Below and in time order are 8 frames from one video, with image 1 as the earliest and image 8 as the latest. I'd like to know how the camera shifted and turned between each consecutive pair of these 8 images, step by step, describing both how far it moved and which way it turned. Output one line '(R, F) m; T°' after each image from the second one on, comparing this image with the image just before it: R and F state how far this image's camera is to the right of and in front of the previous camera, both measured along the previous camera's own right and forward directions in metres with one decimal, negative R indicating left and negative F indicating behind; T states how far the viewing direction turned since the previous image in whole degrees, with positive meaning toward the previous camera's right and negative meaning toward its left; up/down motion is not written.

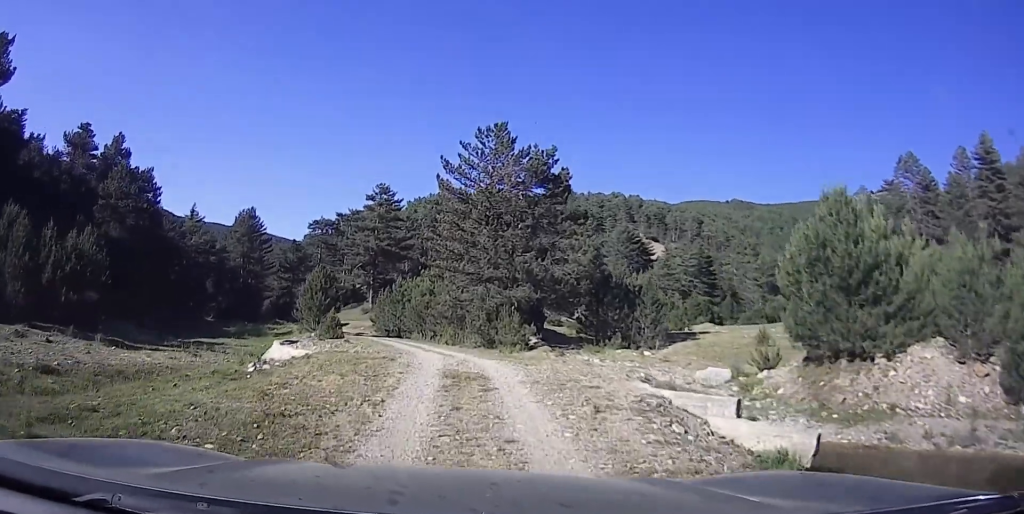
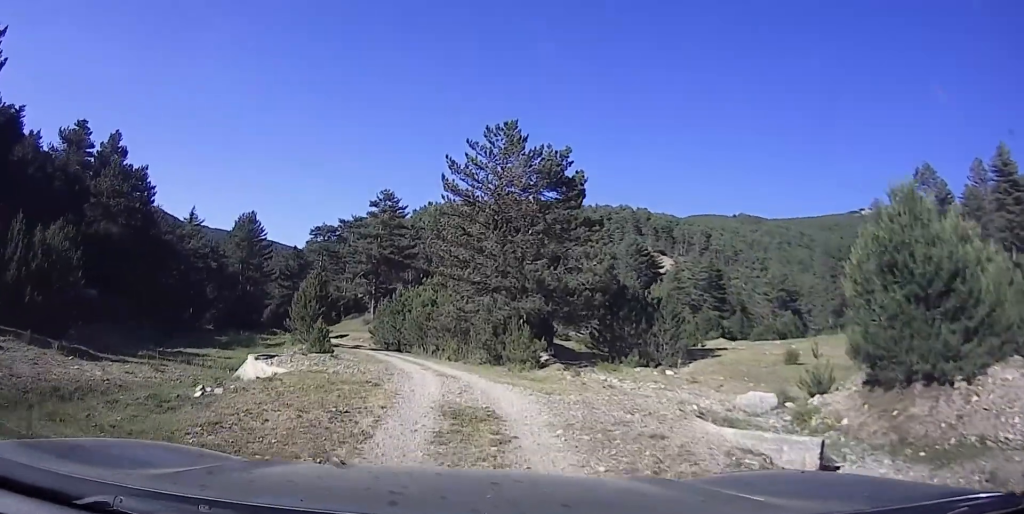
(-0.2, +2.9) m; -1°
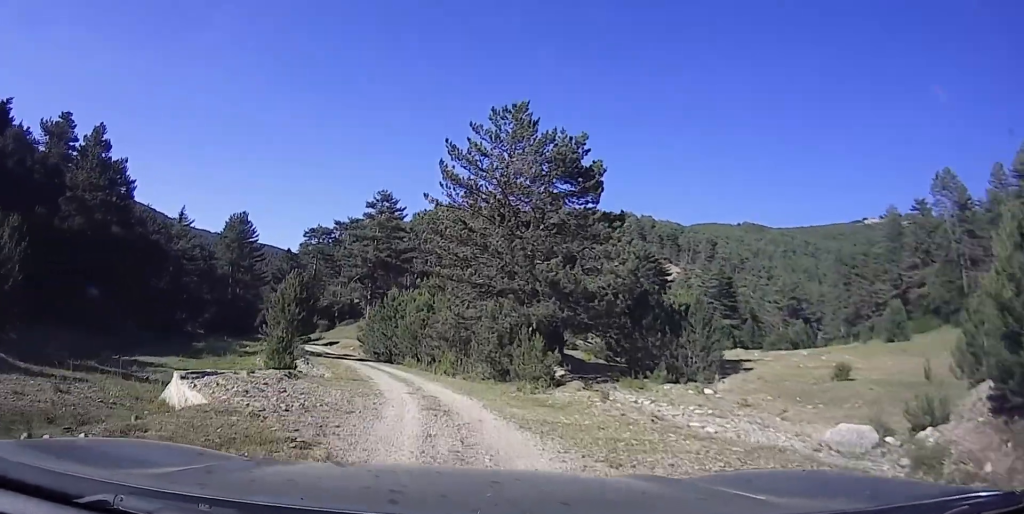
(-0.1, +4.9) m; -2°
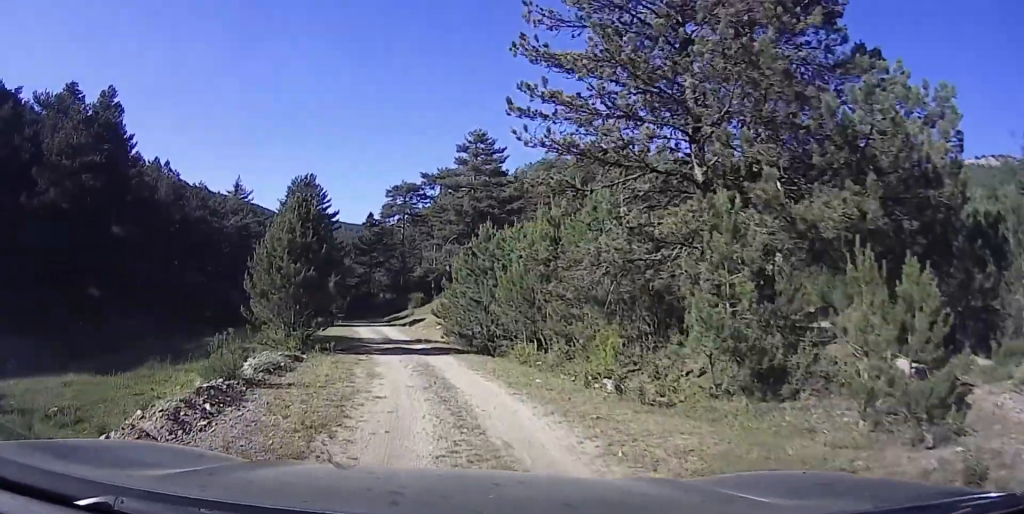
(0.0, +16.7) m; -4°
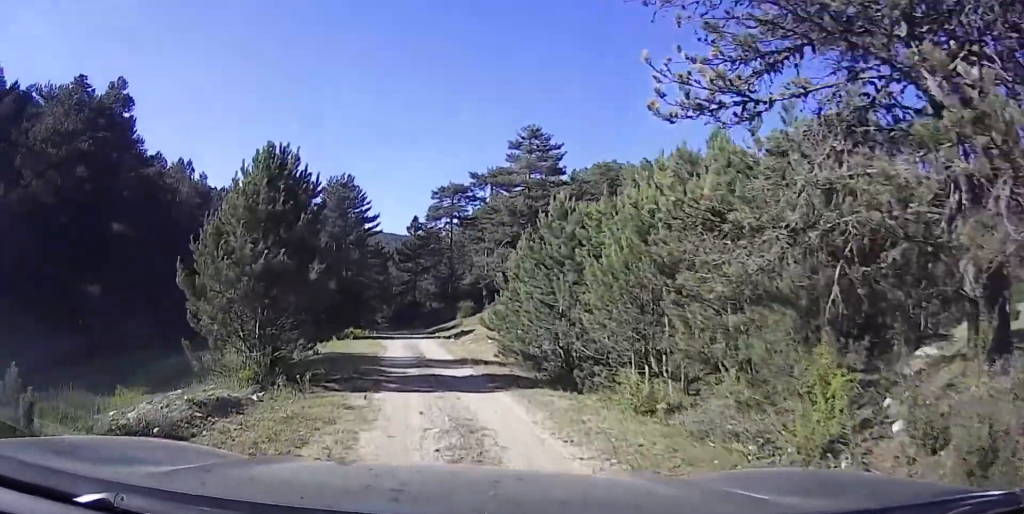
(-0.2, +6.8) m; -10°
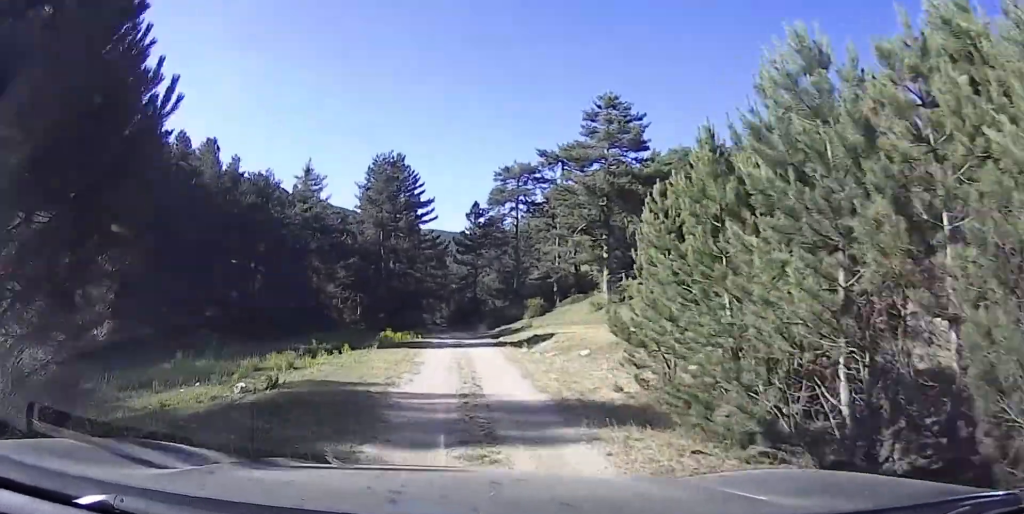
(-1.4, +9.1) m; -8°
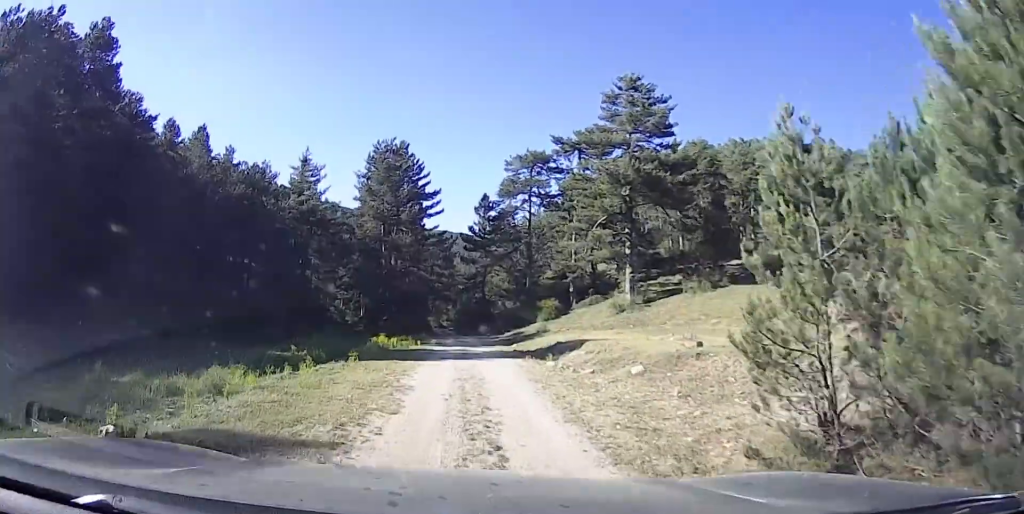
(0.0, +4.9) m; 0°
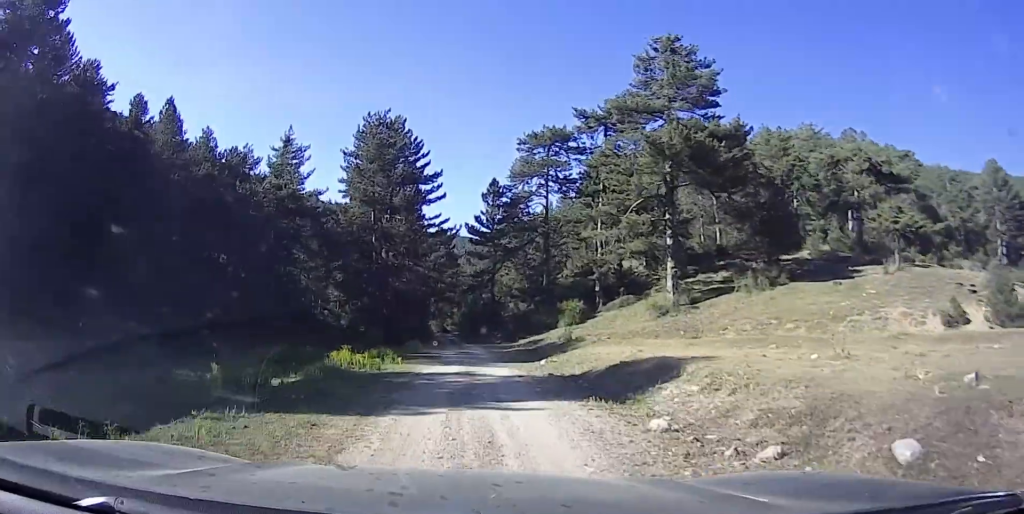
(0.0, +8.9) m; 0°
